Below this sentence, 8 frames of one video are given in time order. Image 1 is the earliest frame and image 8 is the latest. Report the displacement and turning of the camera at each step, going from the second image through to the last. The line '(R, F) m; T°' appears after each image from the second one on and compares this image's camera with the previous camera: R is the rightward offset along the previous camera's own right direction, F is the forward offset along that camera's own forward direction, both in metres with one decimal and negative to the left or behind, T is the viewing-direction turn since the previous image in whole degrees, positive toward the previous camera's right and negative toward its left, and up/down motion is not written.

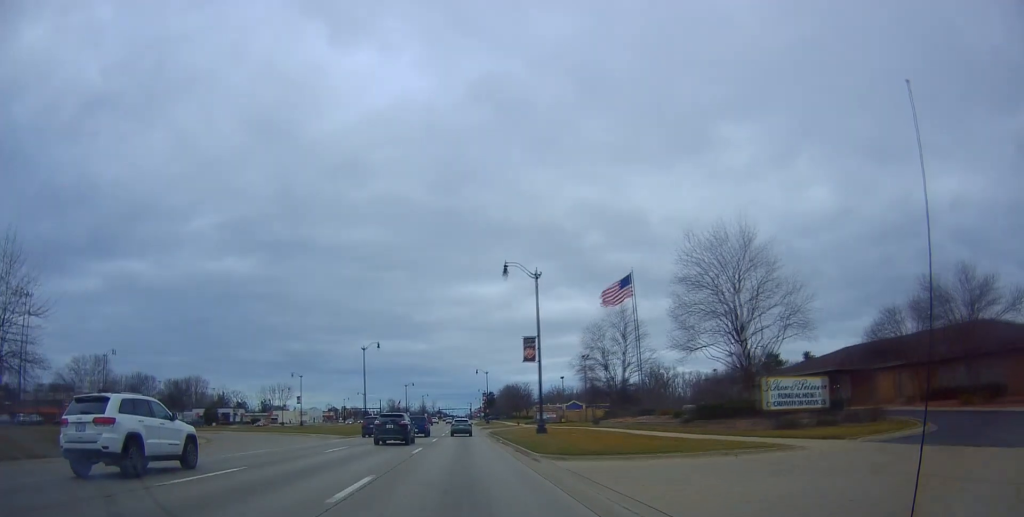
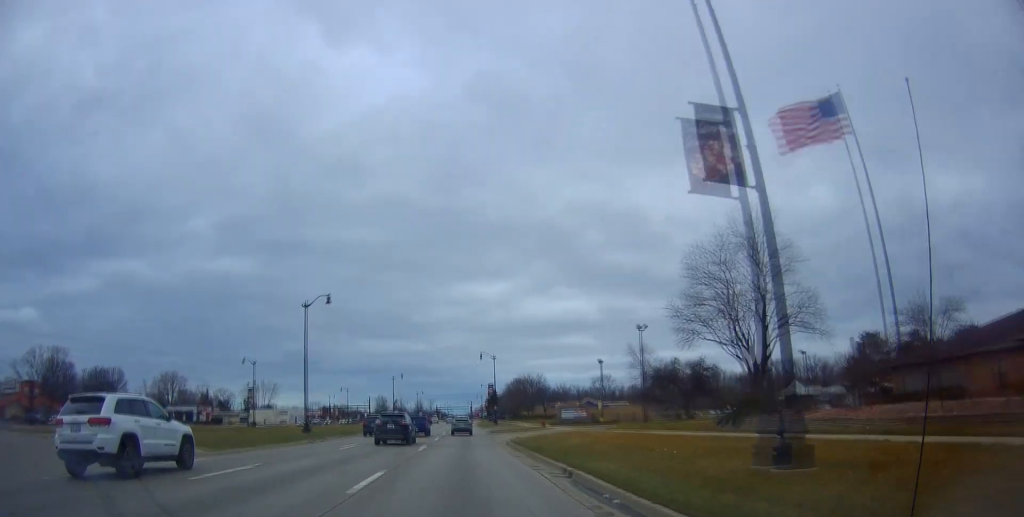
(-0.4, +28.3) m; -1°
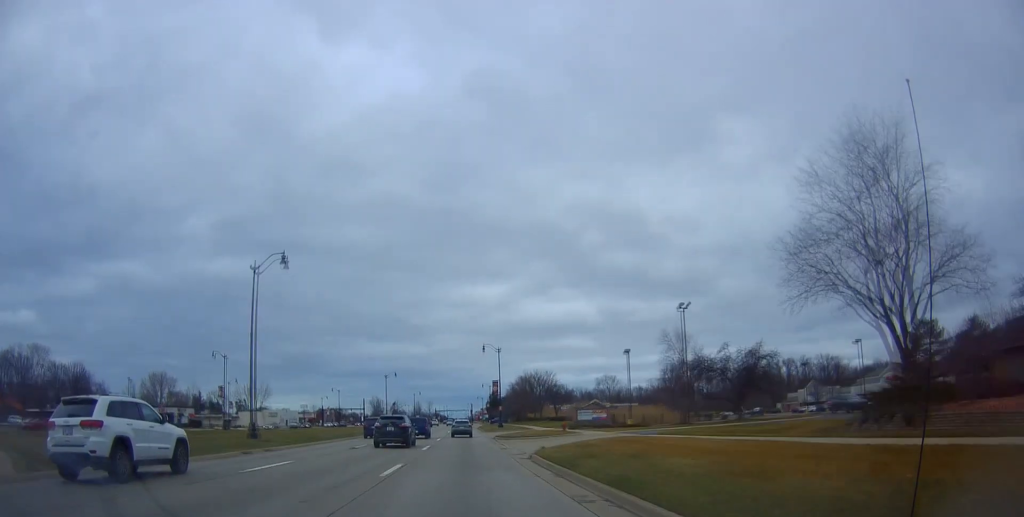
(+0.2, +12.0) m; +1°
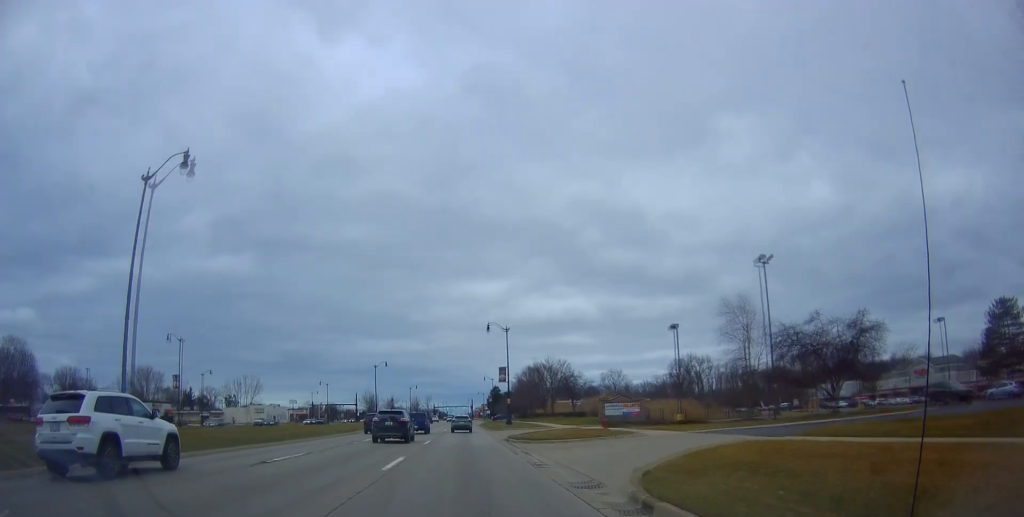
(+0.1, +14.0) m; 0°
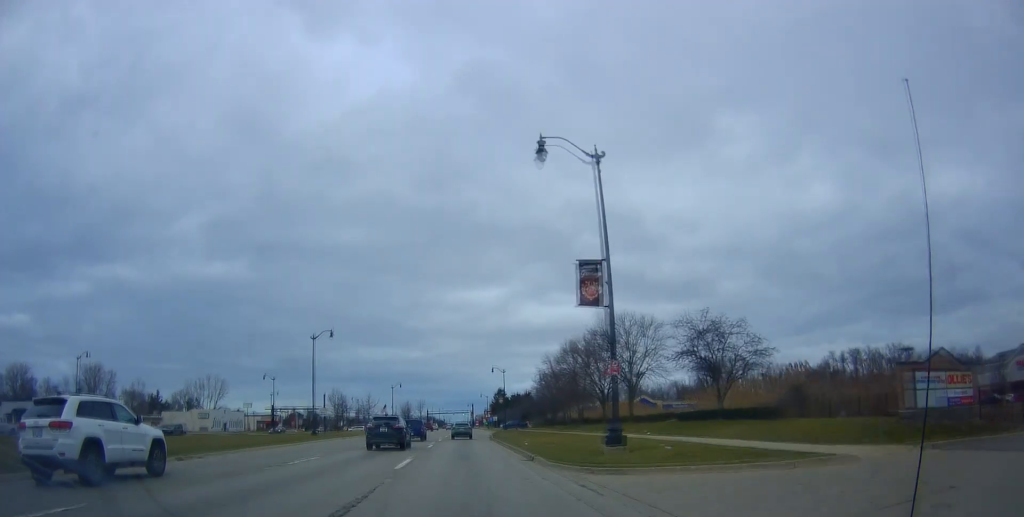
(-1.2, +42.7) m; -1°
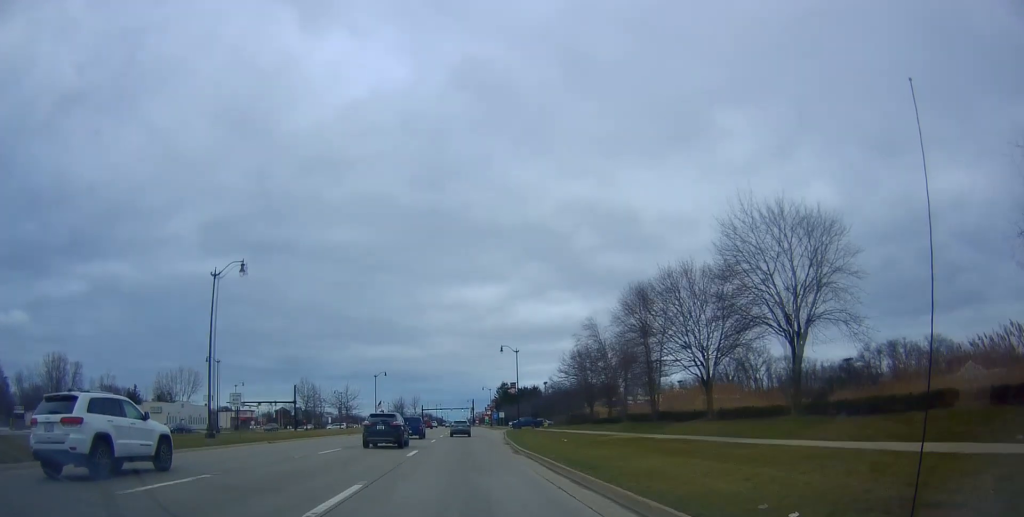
(+0.6, +25.4) m; 0°
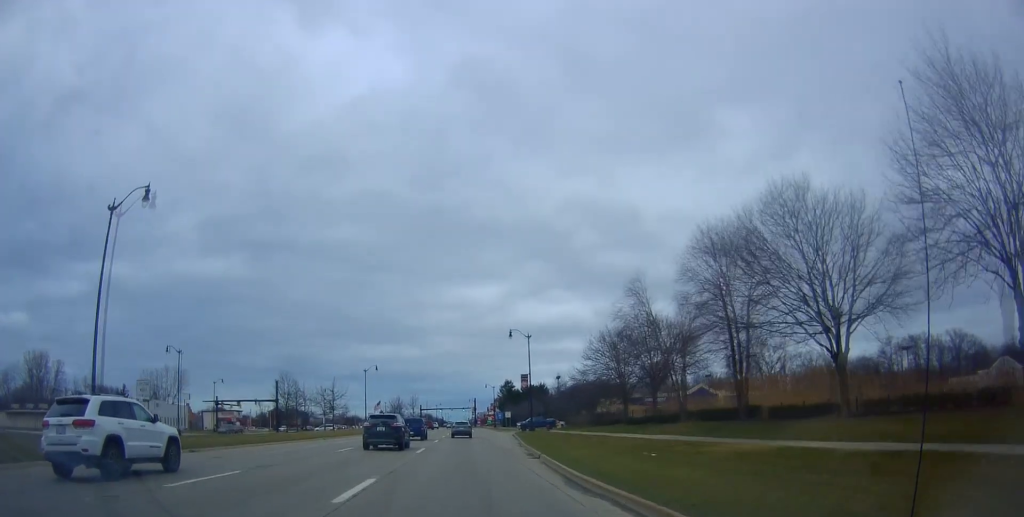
(-0.1, +12.8) m; -1°
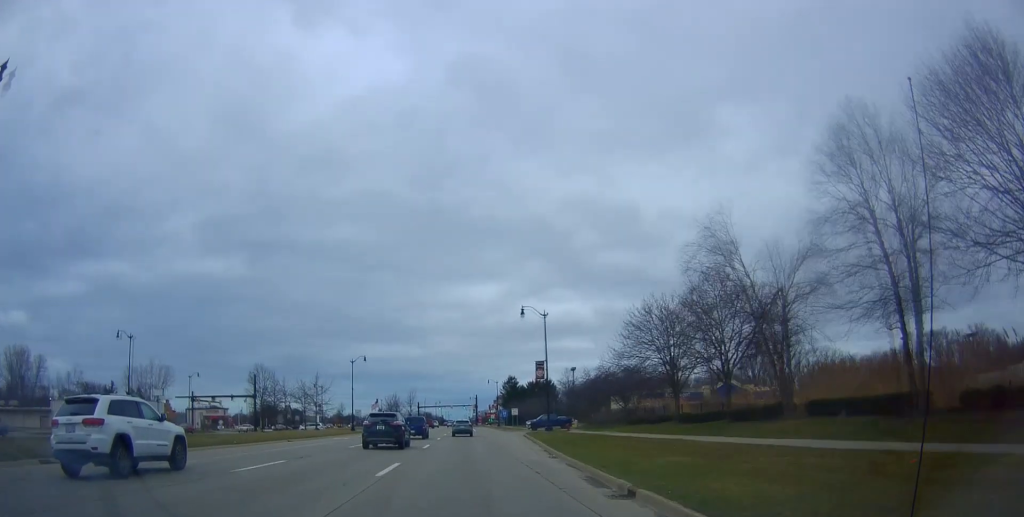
(-0.5, +12.2) m; 0°
